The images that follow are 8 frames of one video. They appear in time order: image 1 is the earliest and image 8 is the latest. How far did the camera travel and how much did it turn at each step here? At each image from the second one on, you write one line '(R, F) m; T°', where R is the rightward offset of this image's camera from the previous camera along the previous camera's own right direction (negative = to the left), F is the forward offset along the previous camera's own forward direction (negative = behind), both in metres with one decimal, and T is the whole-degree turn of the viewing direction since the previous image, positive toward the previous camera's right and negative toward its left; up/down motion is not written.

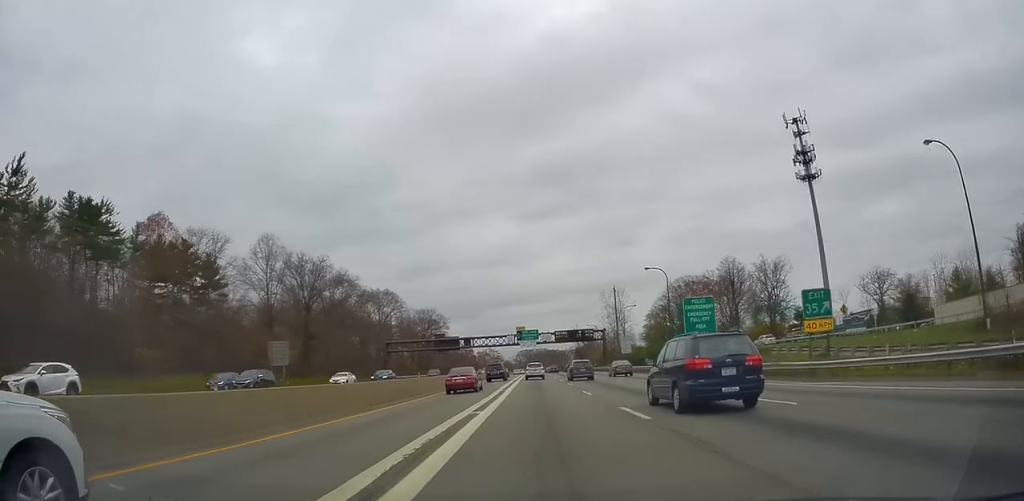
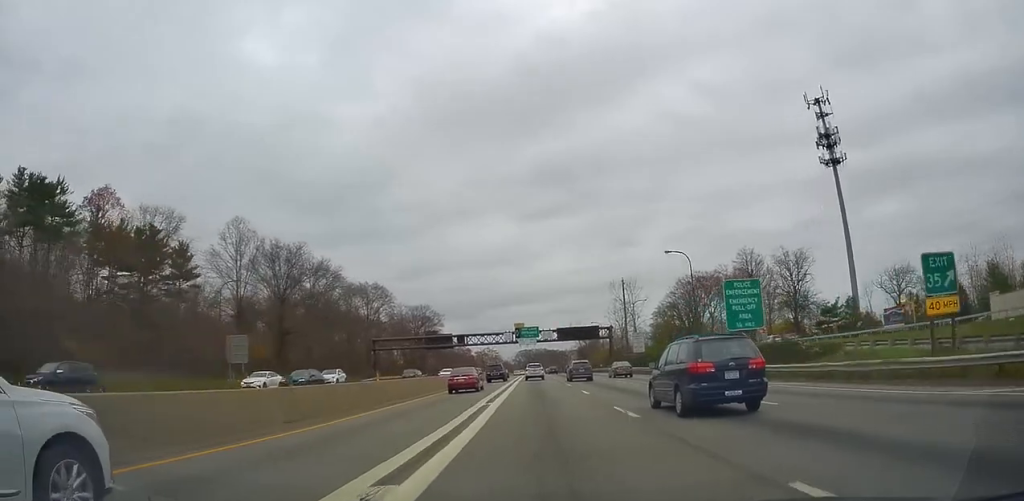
(-0.2, +10.9) m; 0°
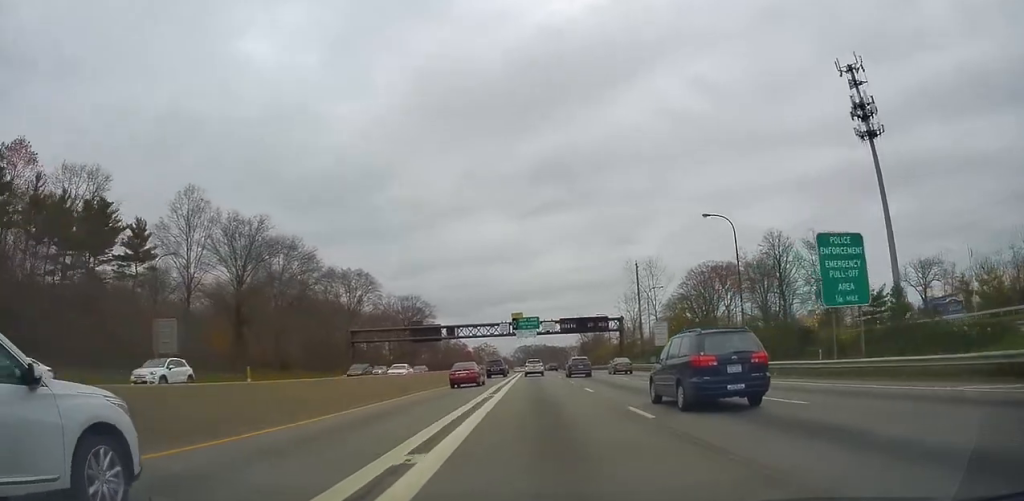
(0.0, +13.9) m; 0°
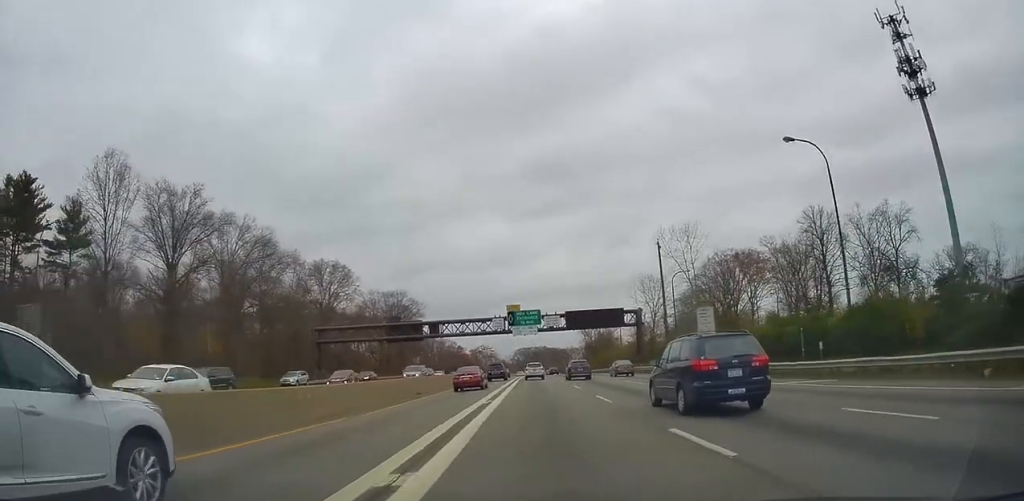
(+0.1, +17.0) m; +1°
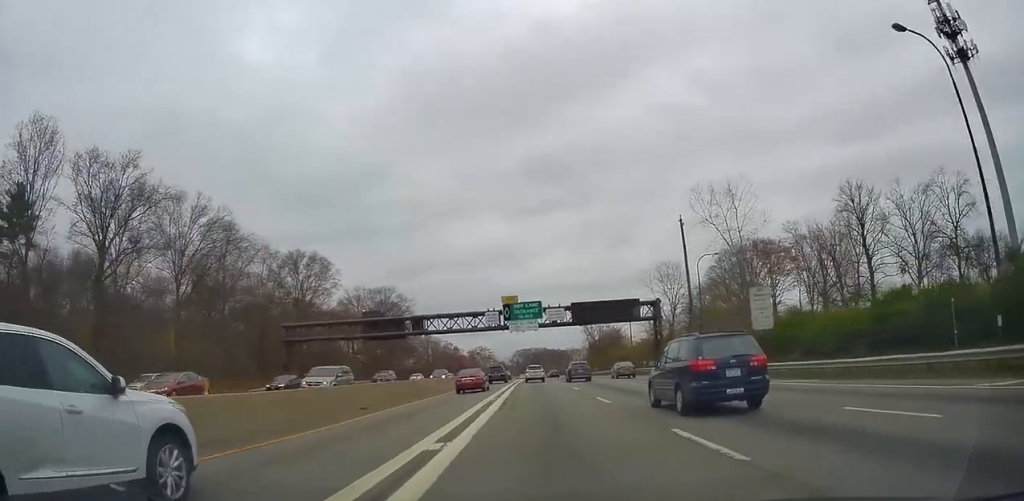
(+0.1, +12.1) m; 0°
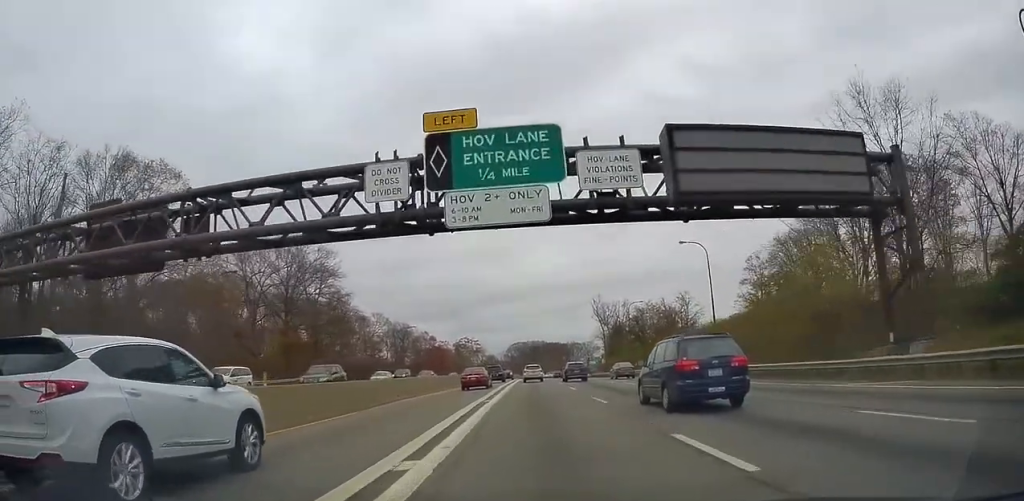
(-0.2, +49.7) m; -1°
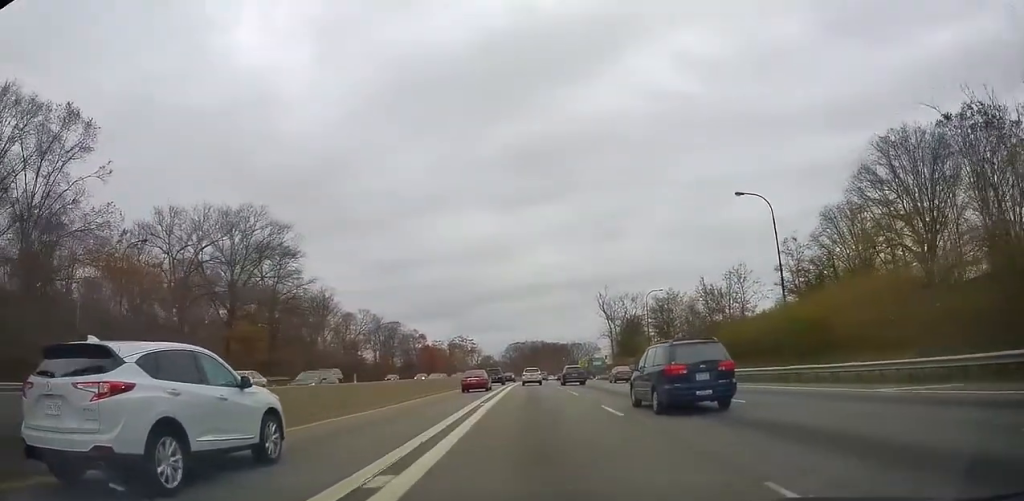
(-0.2, +16.8) m; 0°
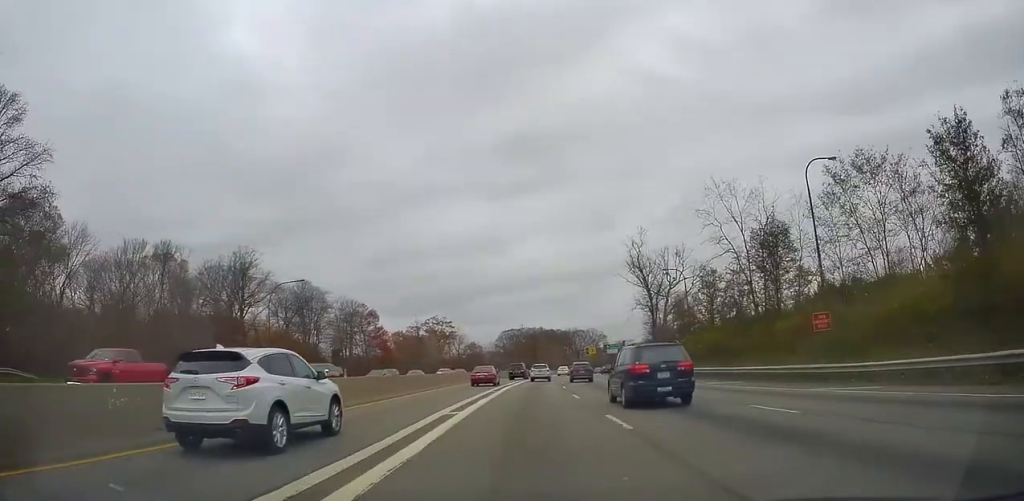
(+2.0, +53.4) m; +2°
